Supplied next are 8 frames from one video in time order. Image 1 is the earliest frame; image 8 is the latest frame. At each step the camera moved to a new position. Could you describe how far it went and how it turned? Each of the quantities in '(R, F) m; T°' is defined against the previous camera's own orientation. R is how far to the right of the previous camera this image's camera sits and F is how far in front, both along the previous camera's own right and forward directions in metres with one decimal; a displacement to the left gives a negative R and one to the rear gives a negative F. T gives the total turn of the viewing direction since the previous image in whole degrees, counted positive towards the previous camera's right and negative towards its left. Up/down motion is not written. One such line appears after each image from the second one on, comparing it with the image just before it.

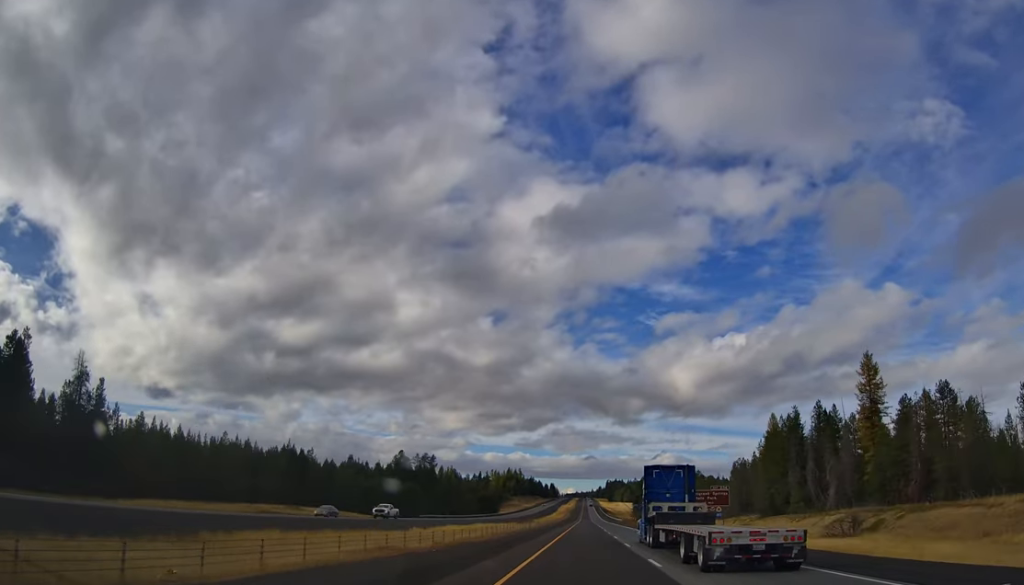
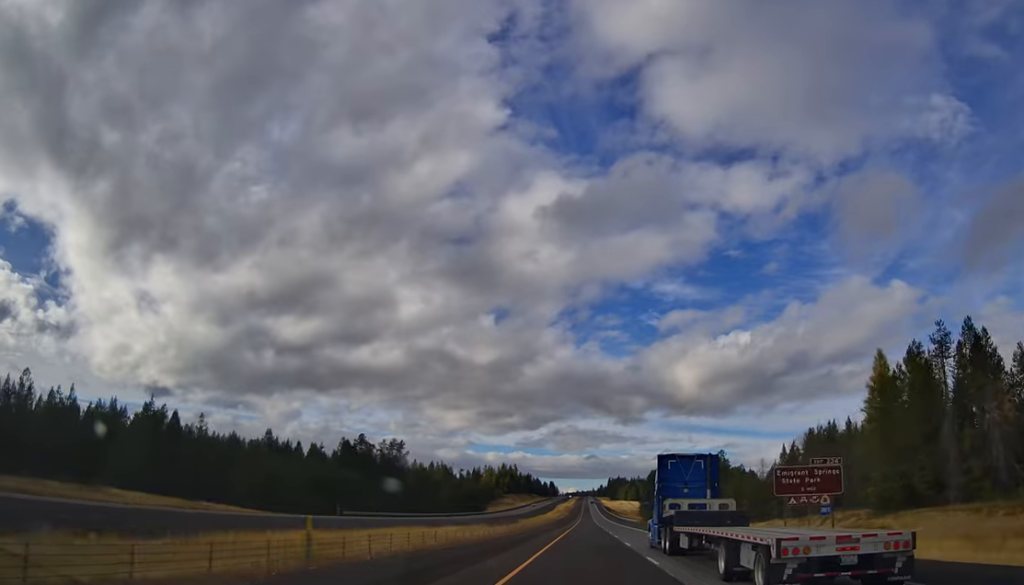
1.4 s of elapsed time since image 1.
(-0.4, +48.9) m; 0°
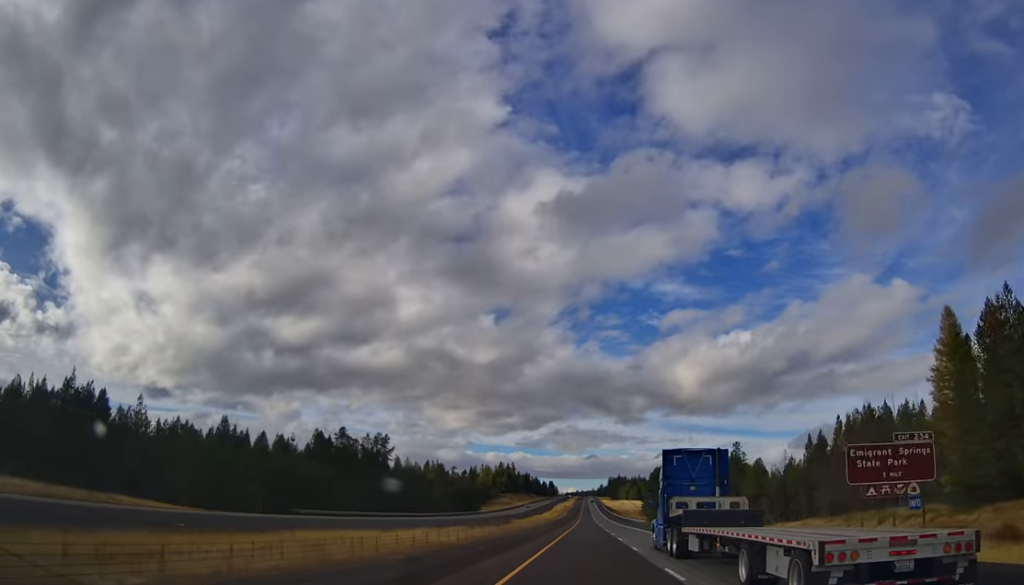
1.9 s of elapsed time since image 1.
(+0.1, +17.4) m; 0°
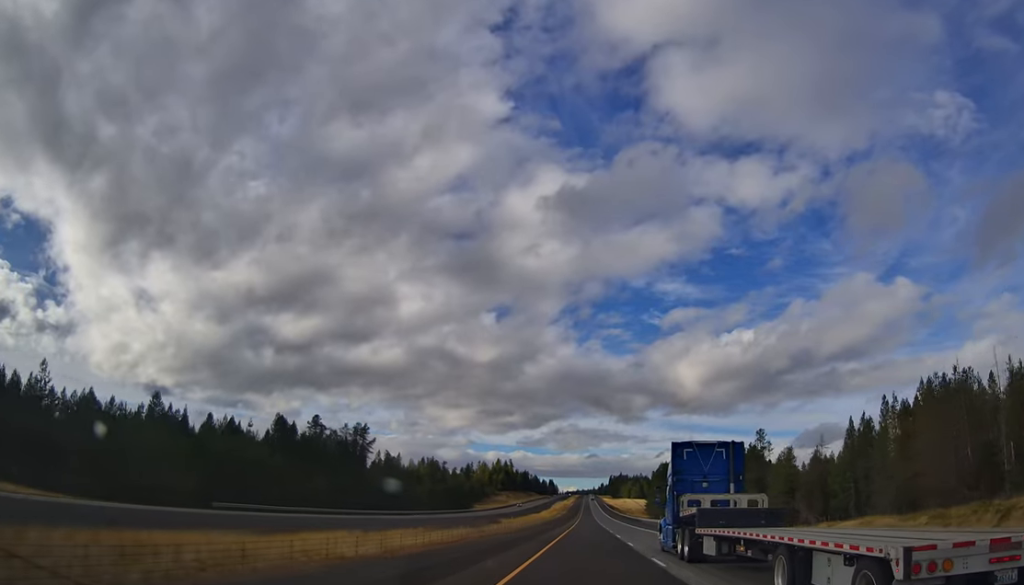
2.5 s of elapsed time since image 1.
(+0.1, +20.9) m; 0°
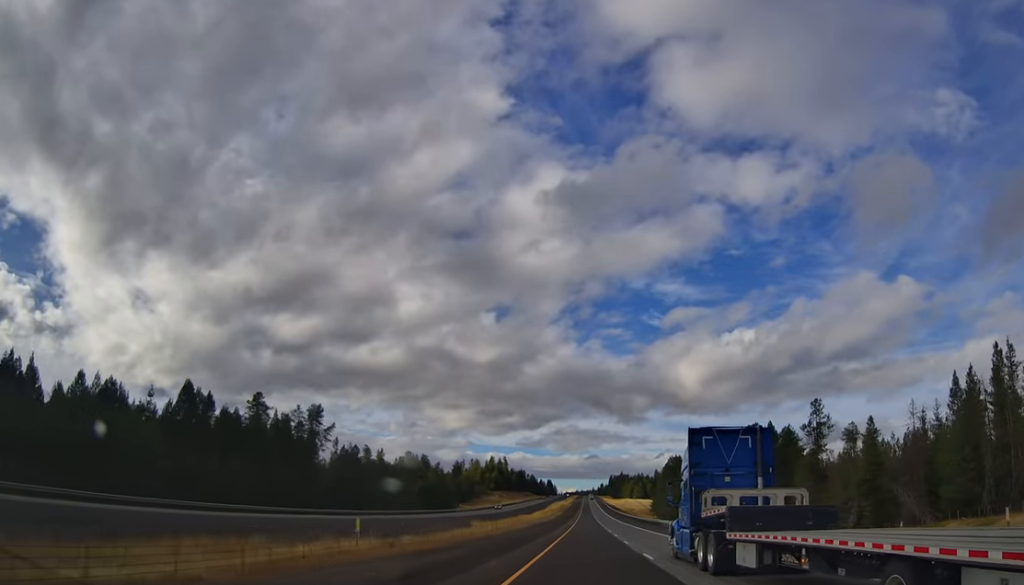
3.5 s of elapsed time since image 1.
(0.0, +33.5) m; +1°
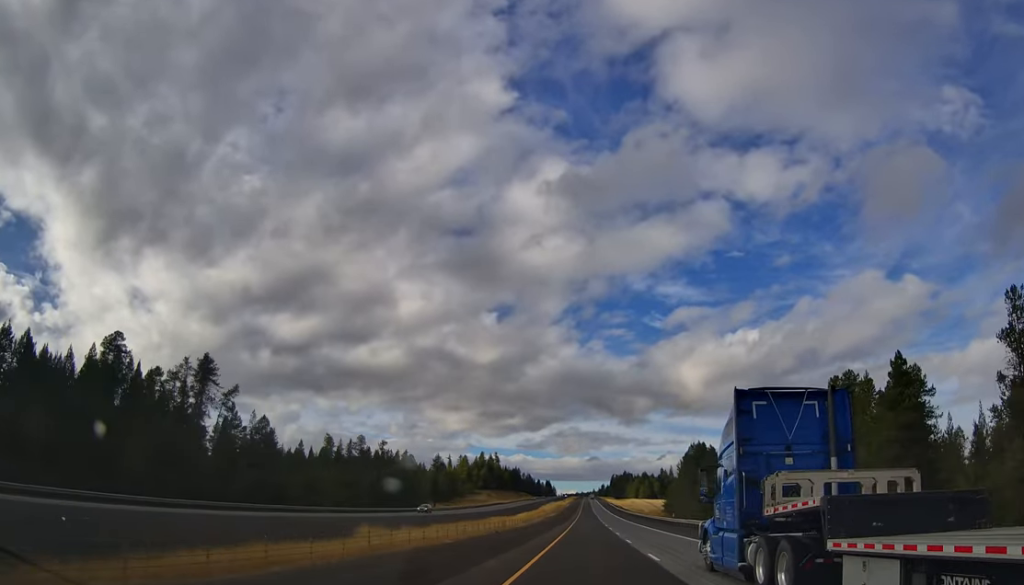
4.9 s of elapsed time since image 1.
(-0.4, +50.7) m; -2°
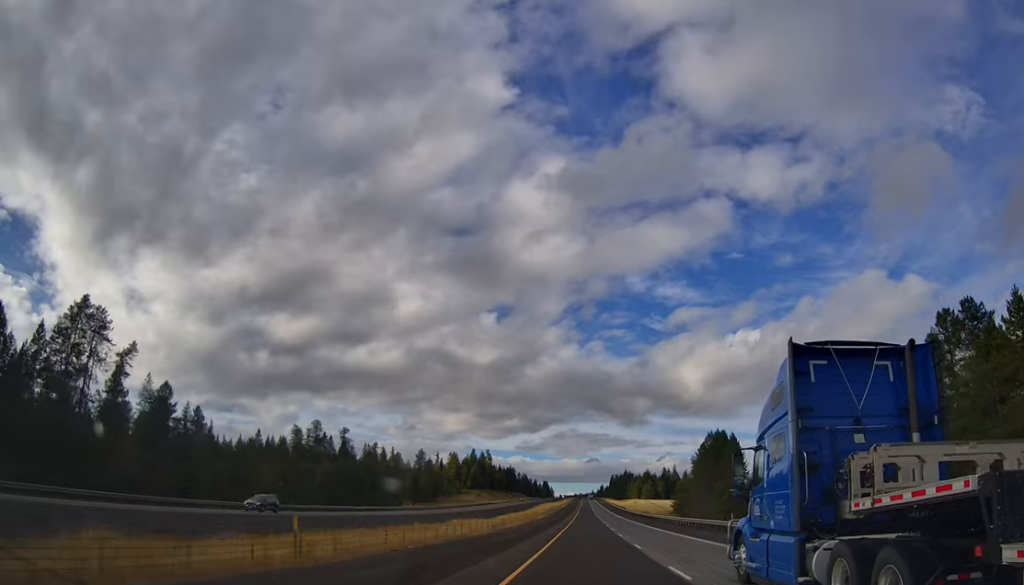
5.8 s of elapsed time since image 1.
(-0.3, +31.0) m; 0°
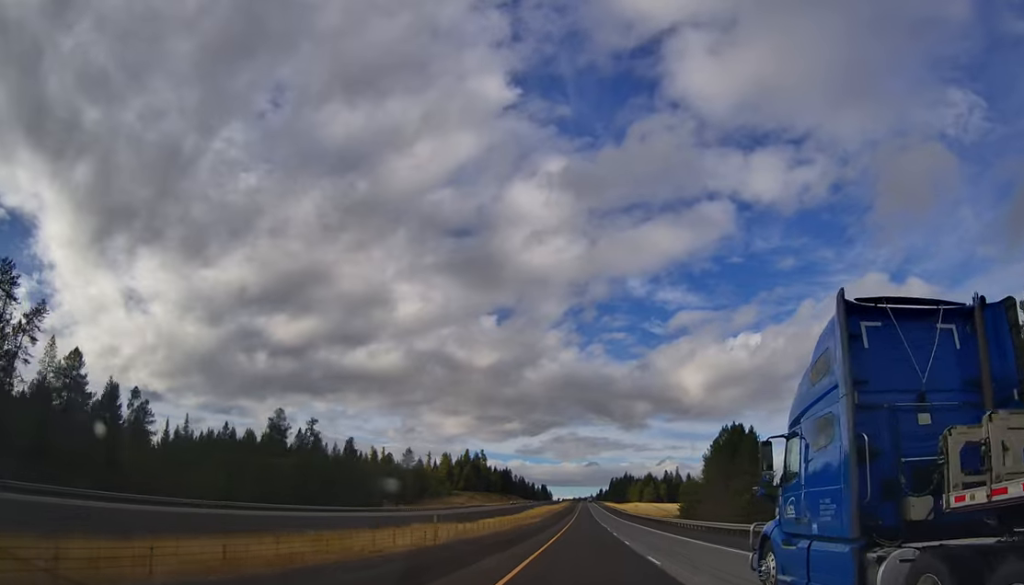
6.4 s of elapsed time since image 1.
(+0.1, +19.6) m; +1°
